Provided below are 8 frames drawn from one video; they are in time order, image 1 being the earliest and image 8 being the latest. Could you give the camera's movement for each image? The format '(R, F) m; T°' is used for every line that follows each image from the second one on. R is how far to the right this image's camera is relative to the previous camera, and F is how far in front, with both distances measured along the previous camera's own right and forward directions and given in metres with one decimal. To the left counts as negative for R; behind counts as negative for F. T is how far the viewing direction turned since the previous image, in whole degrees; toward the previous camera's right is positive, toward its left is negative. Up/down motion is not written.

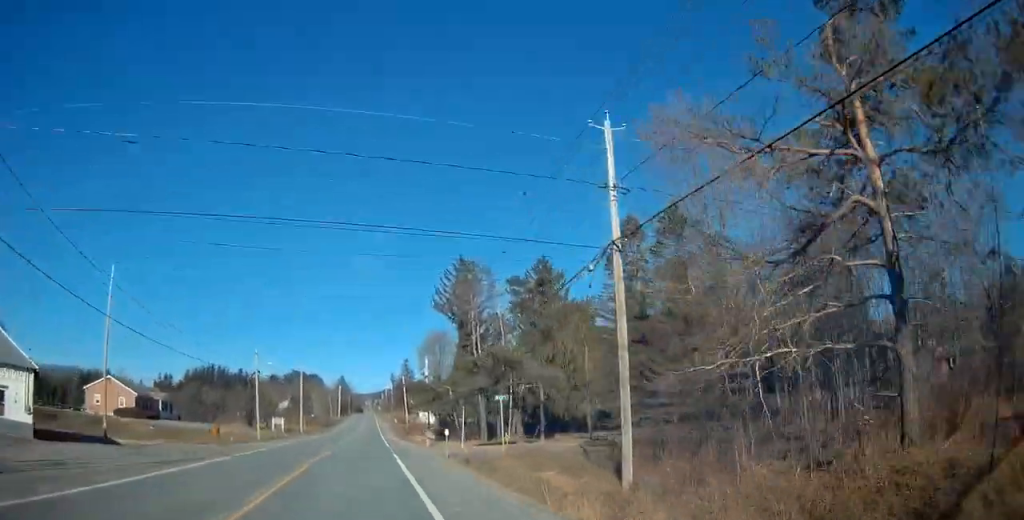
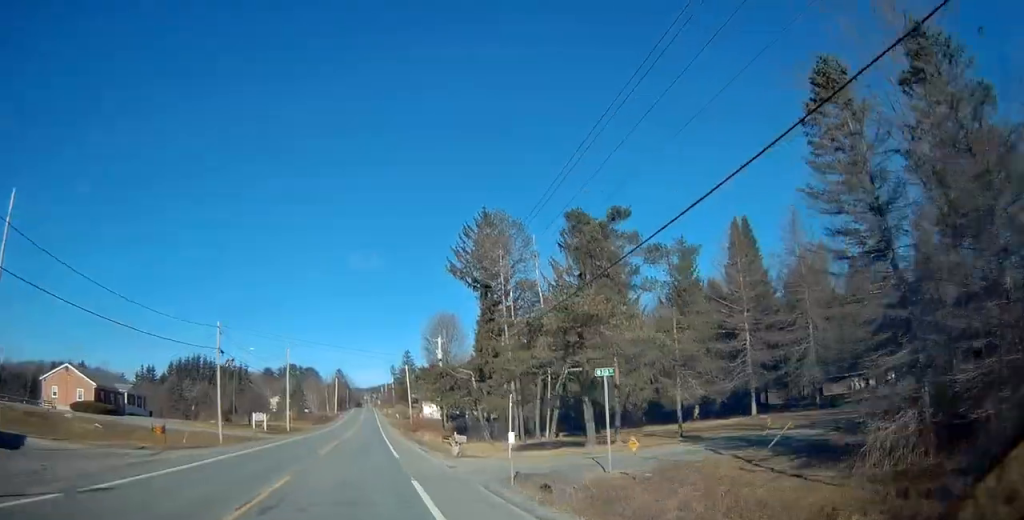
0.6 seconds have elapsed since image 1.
(0.0, +14.4) m; 0°
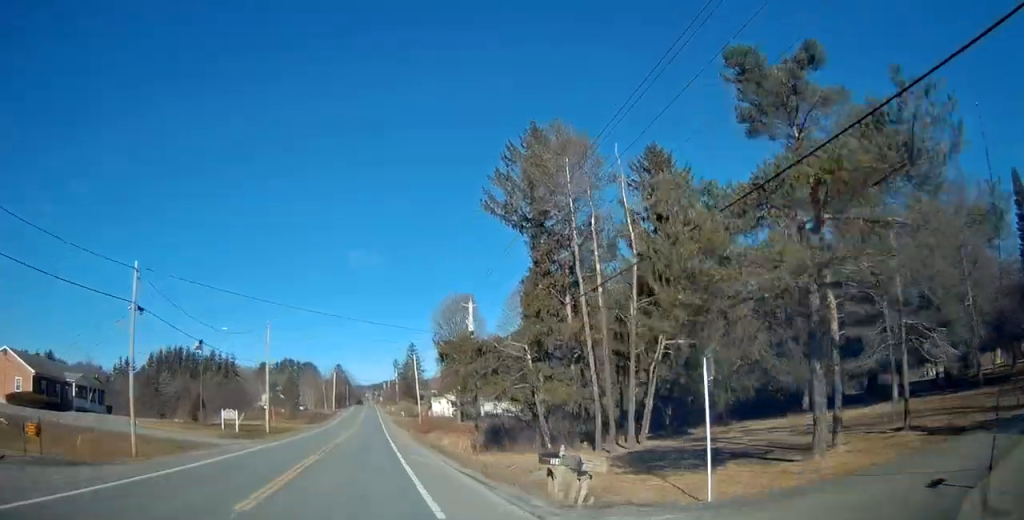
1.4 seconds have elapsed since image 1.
(0.0, +16.7) m; 0°
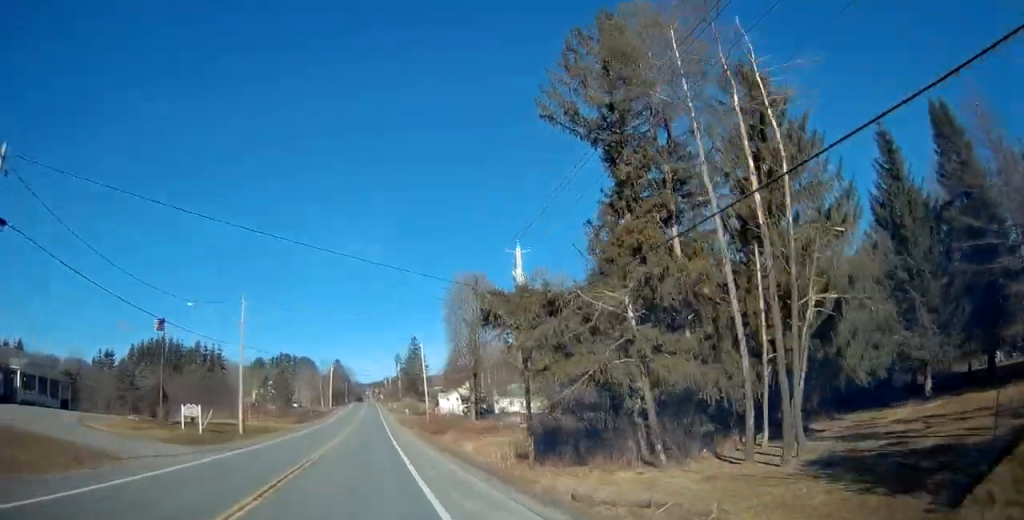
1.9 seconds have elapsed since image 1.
(0.0, +12.9) m; 0°
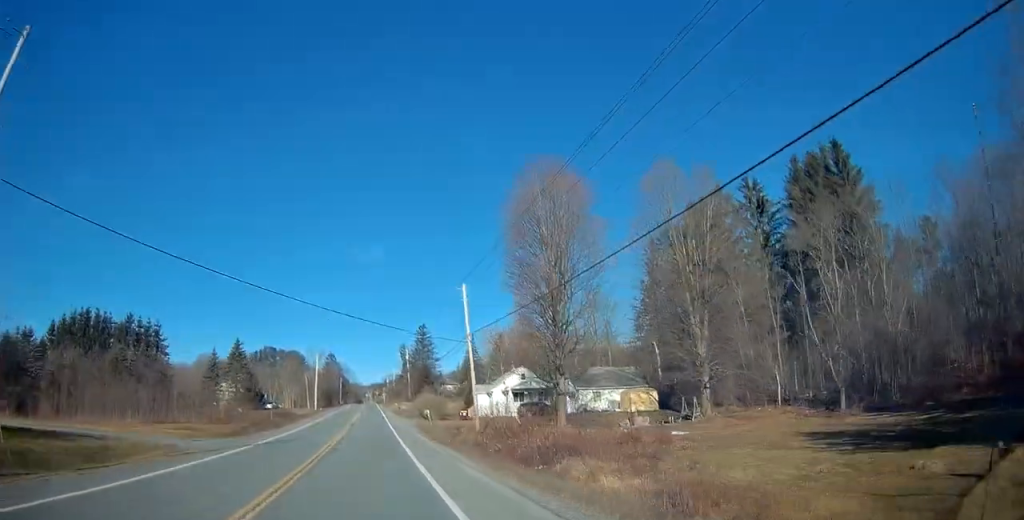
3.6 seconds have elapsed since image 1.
(0.0, +37.9) m; 0°
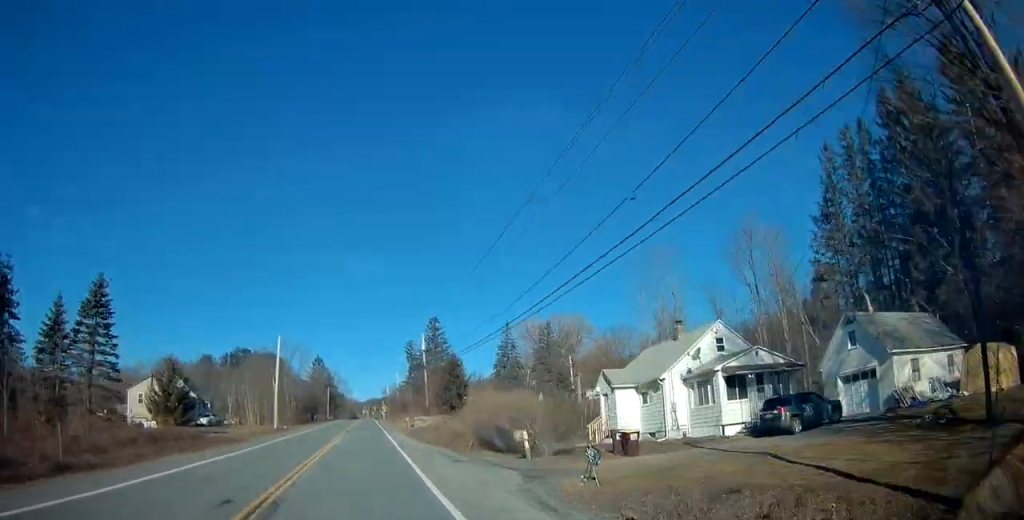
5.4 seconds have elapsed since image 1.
(-0.5, +41.6) m; 0°
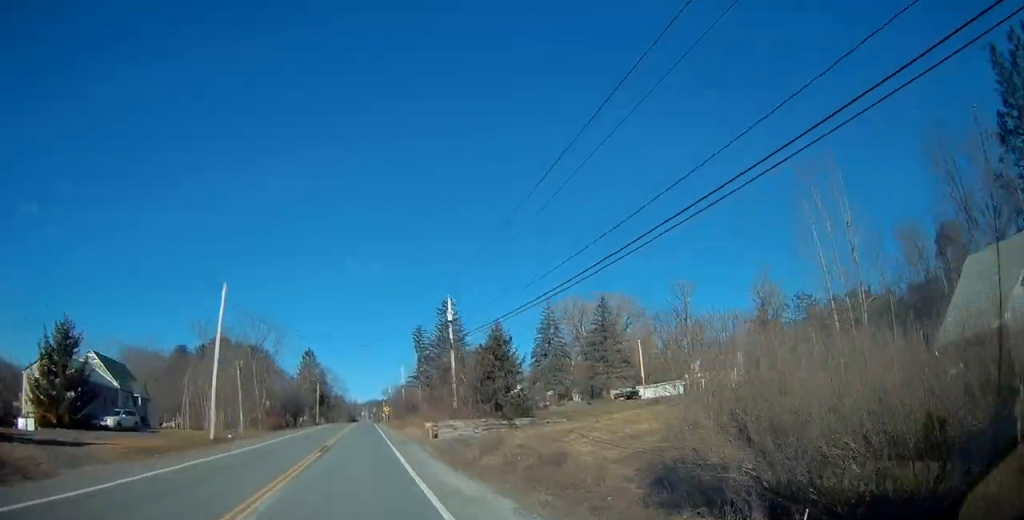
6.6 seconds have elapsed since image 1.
(+0.7, +25.8) m; +1°
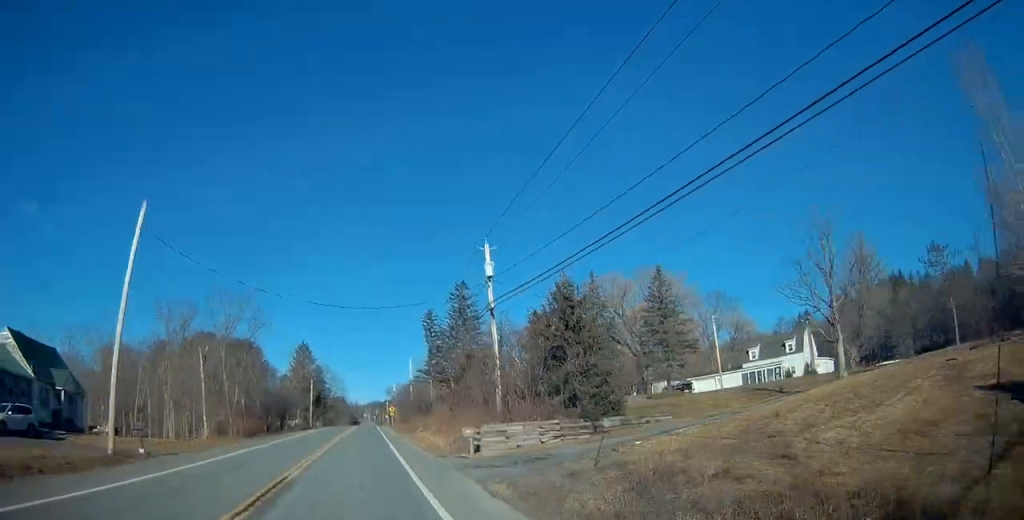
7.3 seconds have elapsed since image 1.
(-0.2, +16.6) m; -1°
